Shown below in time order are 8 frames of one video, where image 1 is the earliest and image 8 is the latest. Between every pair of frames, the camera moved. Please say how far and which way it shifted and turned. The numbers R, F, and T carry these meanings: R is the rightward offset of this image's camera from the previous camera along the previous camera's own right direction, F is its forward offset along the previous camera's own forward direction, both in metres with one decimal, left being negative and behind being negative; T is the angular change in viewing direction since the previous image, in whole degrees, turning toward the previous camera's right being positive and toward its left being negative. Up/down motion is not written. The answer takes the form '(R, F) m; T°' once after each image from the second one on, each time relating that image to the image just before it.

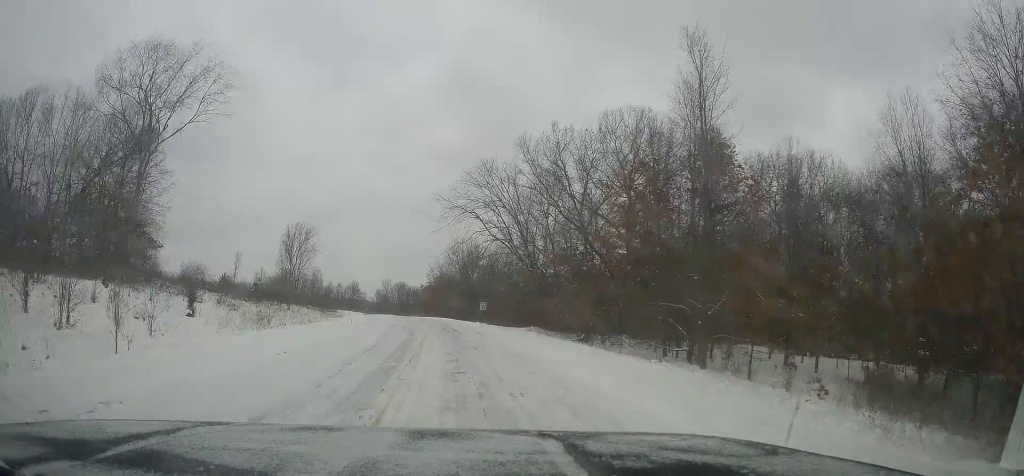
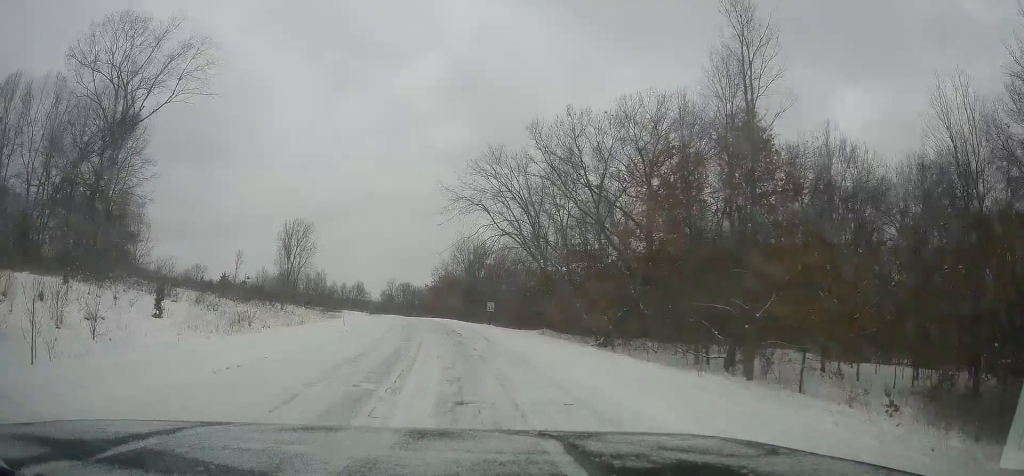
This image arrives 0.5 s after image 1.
(+0.2, +4.3) m; 0°
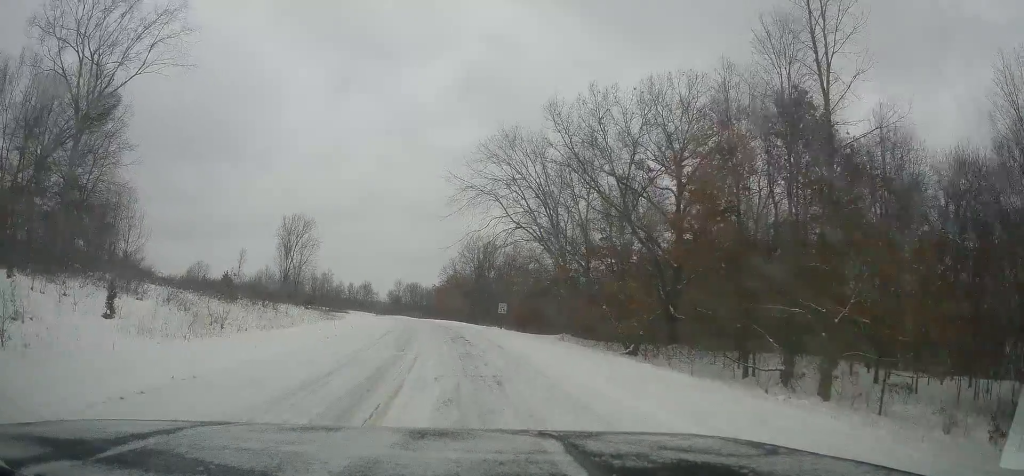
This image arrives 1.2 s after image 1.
(+0.2, +5.0) m; 0°
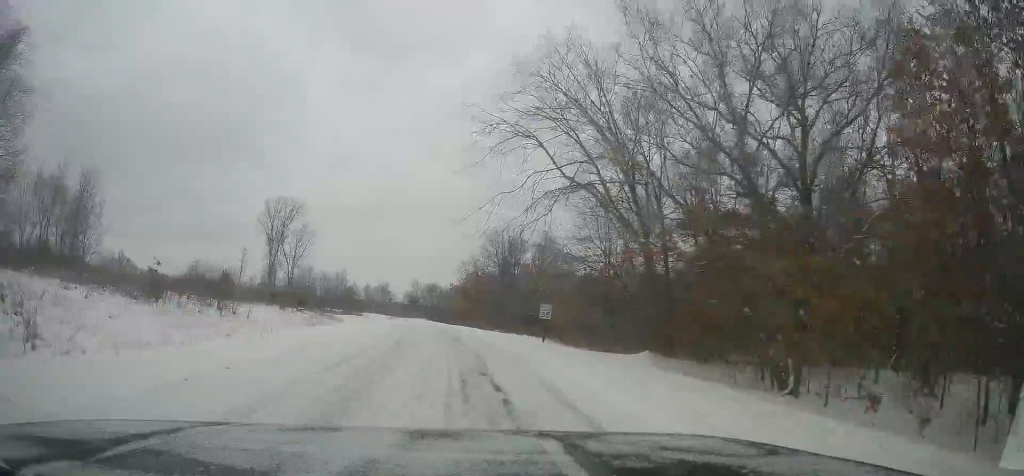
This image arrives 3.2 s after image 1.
(-1.1, +14.8) m; -2°
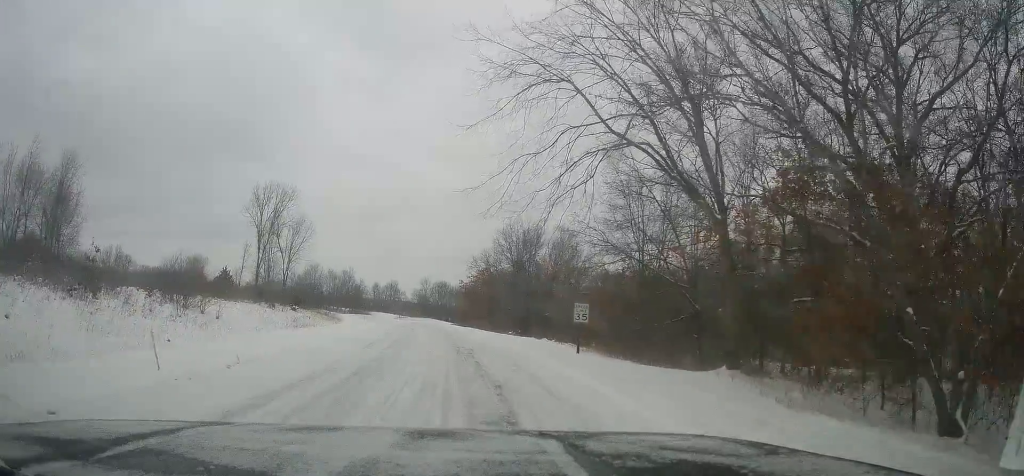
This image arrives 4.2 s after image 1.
(+0.5, +7.0) m; -1°
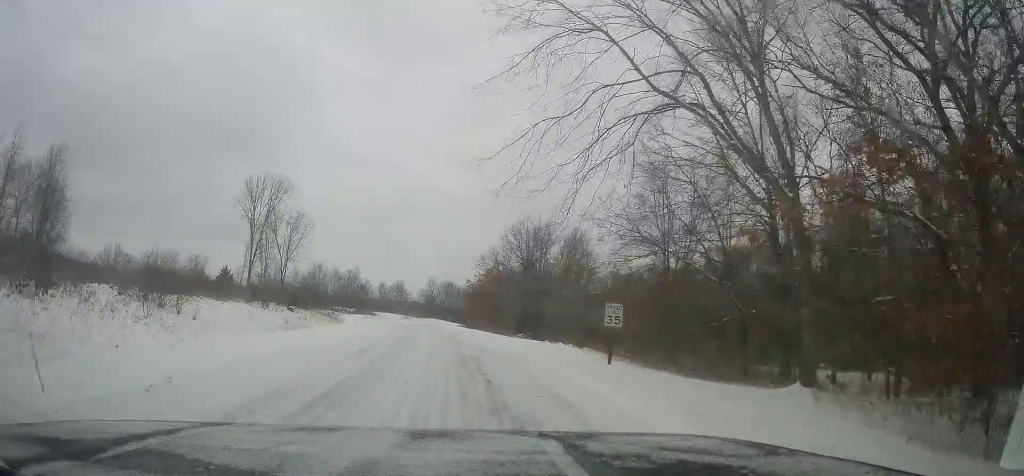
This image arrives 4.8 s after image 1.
(-0.4, +4.2) m; -4°
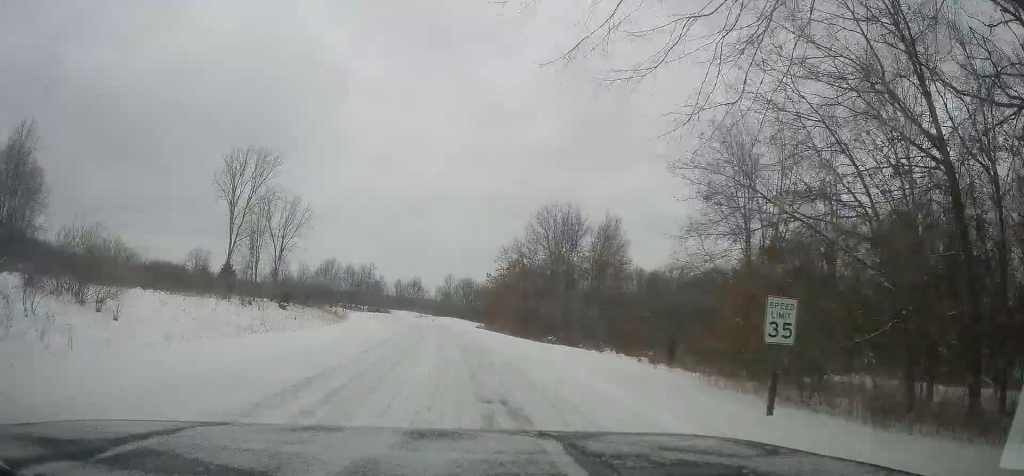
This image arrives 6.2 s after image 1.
(+0.1, +9.7) m; +6°
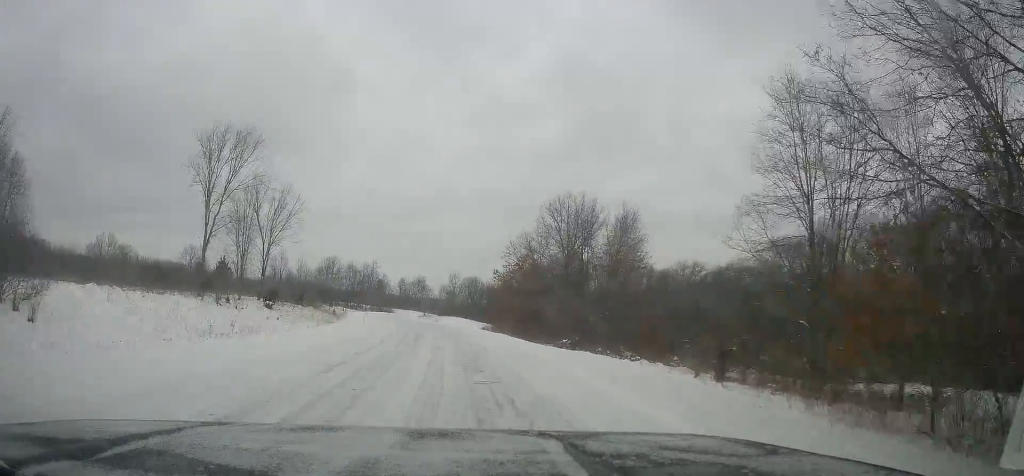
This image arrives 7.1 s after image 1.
(+0.6, +5.7) m; 0°
